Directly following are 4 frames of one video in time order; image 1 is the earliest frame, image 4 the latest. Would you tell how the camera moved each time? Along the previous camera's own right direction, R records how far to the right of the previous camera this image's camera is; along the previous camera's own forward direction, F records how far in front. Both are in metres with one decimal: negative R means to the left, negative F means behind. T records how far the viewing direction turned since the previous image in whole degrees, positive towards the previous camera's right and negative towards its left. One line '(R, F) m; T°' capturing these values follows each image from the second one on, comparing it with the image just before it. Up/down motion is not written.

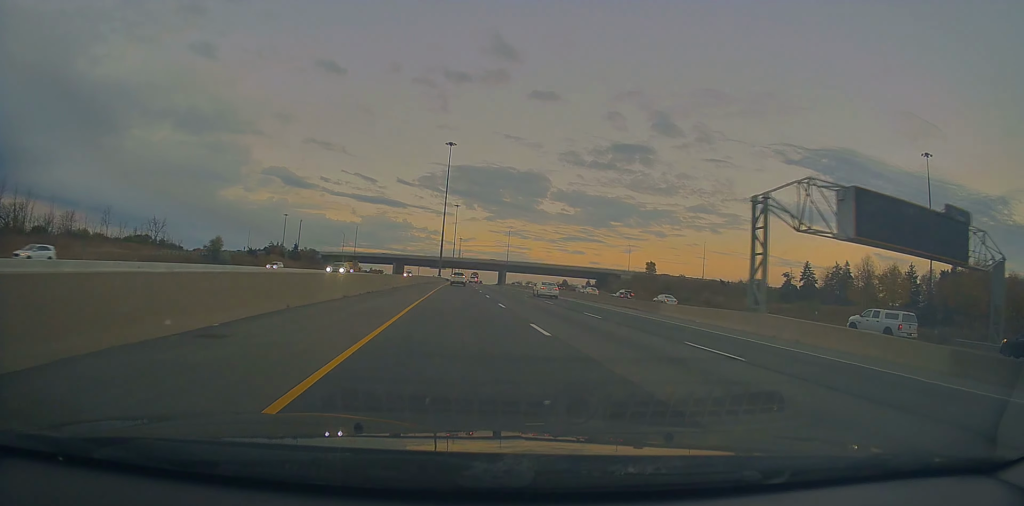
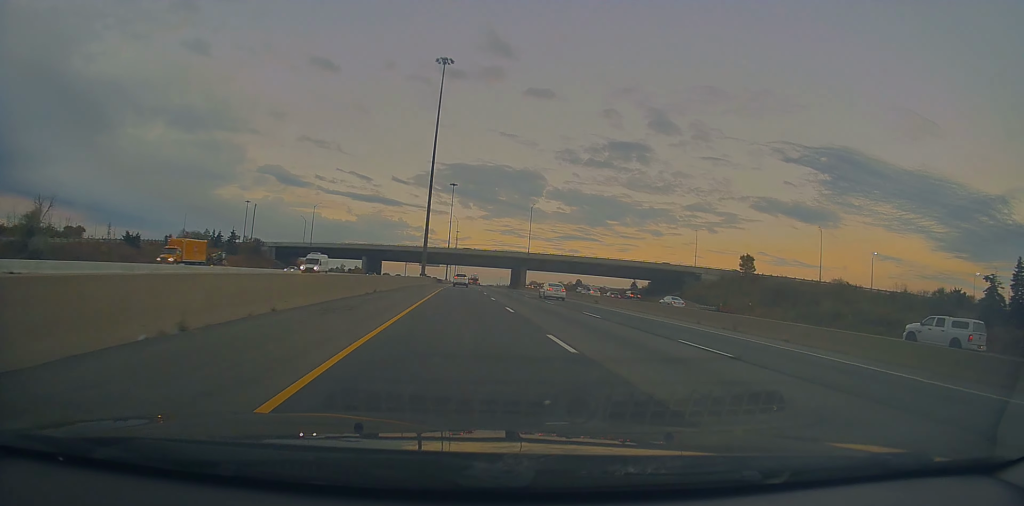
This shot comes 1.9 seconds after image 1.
(0.0, +60.4) m; +1°
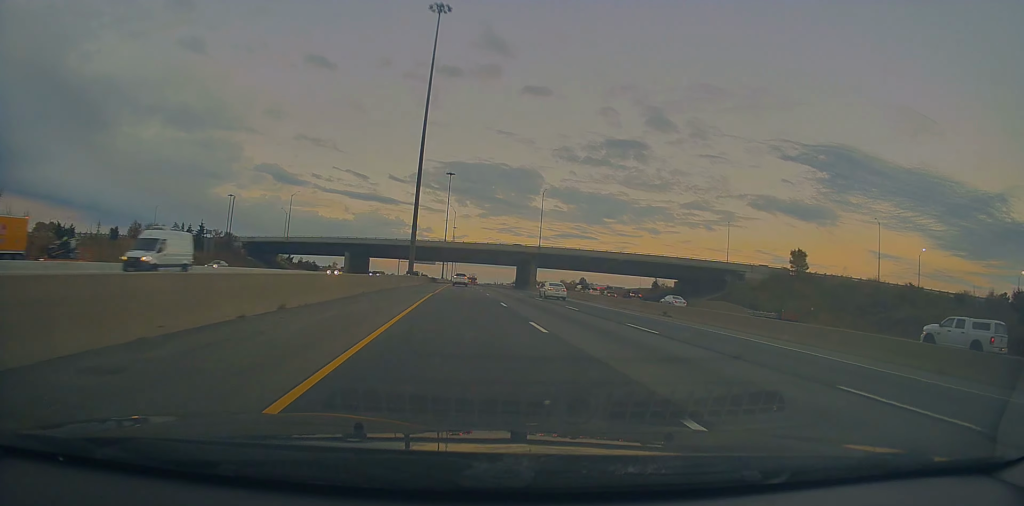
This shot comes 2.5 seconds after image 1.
(+0.3, +19.5) m; 0°
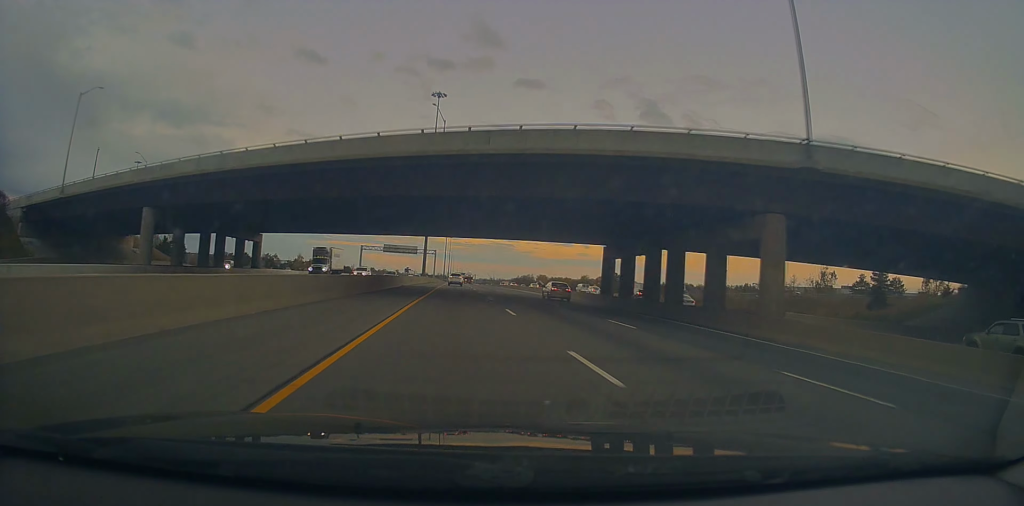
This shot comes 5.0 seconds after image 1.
(+0.4, +81.8) m; 0°
